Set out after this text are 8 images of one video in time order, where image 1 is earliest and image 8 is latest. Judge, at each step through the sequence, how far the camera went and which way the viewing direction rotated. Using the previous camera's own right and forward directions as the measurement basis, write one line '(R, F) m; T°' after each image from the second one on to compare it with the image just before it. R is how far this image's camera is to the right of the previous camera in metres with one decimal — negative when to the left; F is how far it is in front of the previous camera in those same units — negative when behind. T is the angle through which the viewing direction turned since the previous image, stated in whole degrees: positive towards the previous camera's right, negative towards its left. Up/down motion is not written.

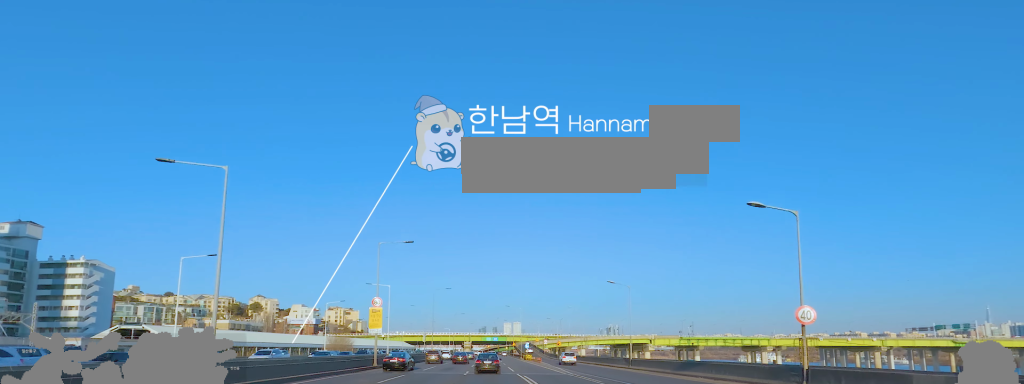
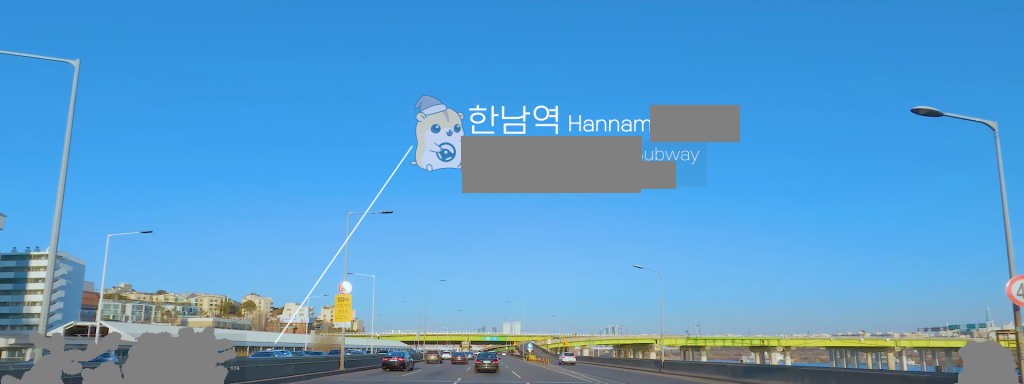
(0.0, +10.3) m; 0°
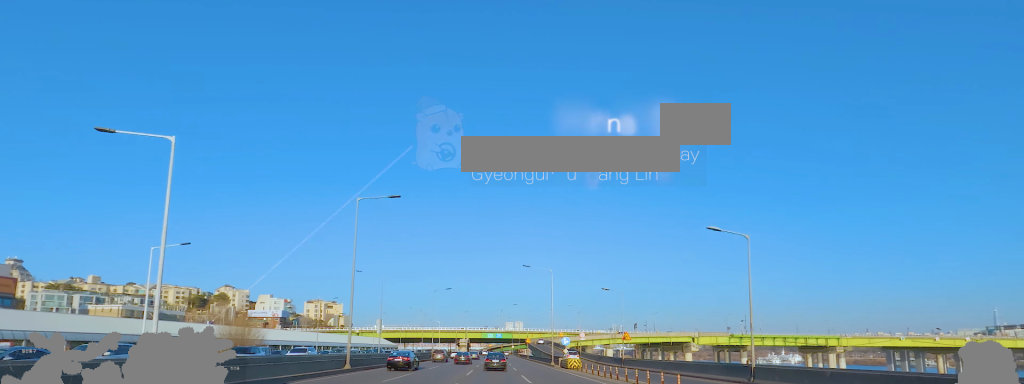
(-2.6, +45.1) m; -2°
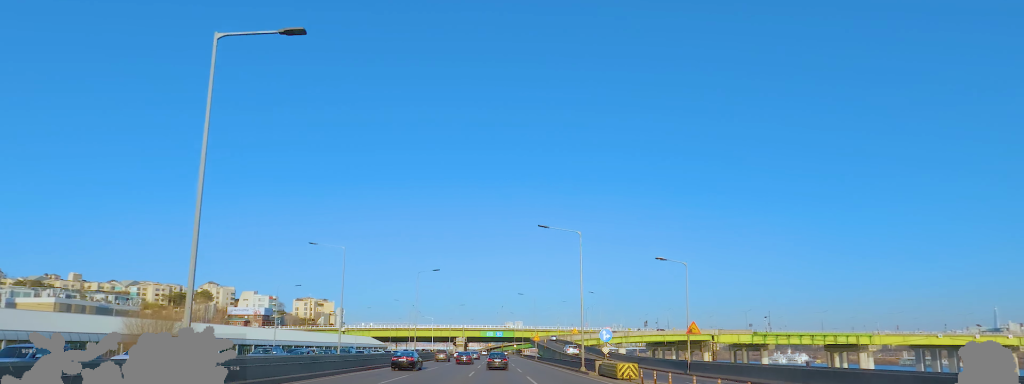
(+1.0, +20.3) m; +4°
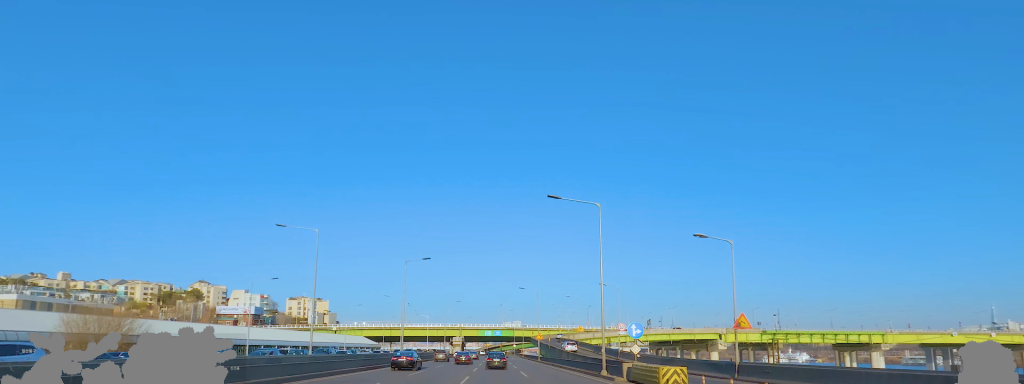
(+0.1, +8.4) m; 0°
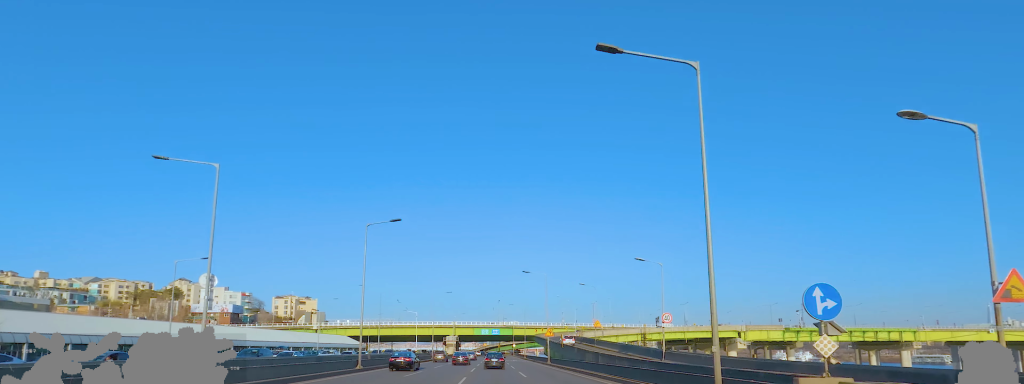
(+0.1, +17.7) m; -3°
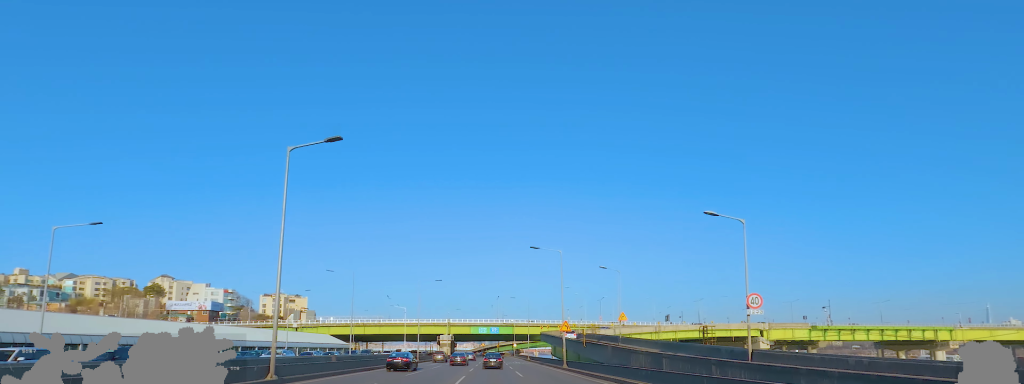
(-1.0, +16.0) m; 0°
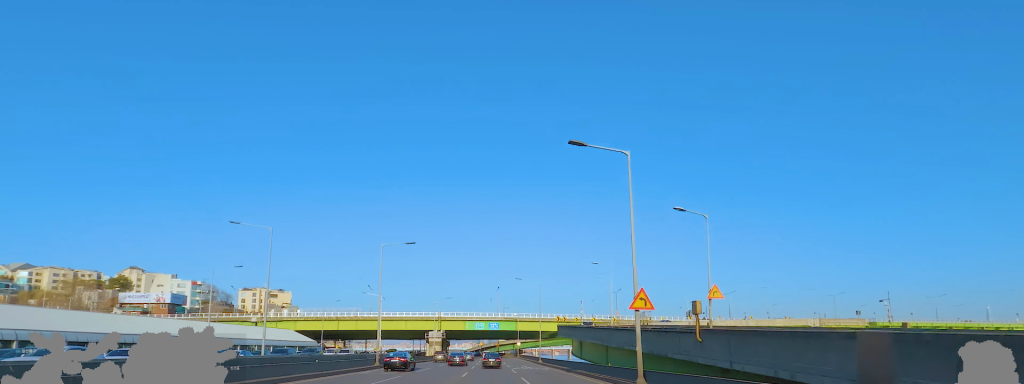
(+0.9, +25.5) m; 0°
